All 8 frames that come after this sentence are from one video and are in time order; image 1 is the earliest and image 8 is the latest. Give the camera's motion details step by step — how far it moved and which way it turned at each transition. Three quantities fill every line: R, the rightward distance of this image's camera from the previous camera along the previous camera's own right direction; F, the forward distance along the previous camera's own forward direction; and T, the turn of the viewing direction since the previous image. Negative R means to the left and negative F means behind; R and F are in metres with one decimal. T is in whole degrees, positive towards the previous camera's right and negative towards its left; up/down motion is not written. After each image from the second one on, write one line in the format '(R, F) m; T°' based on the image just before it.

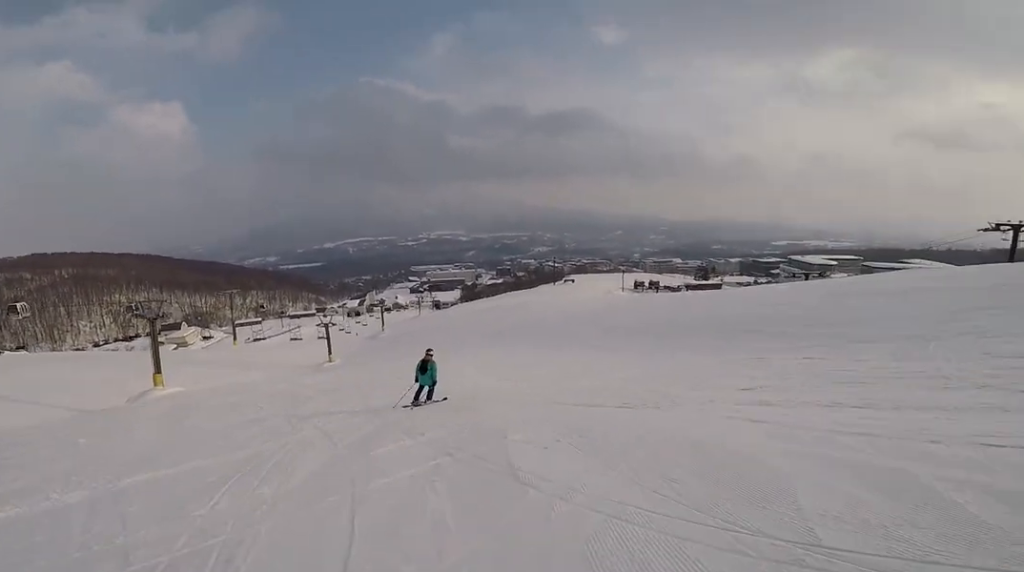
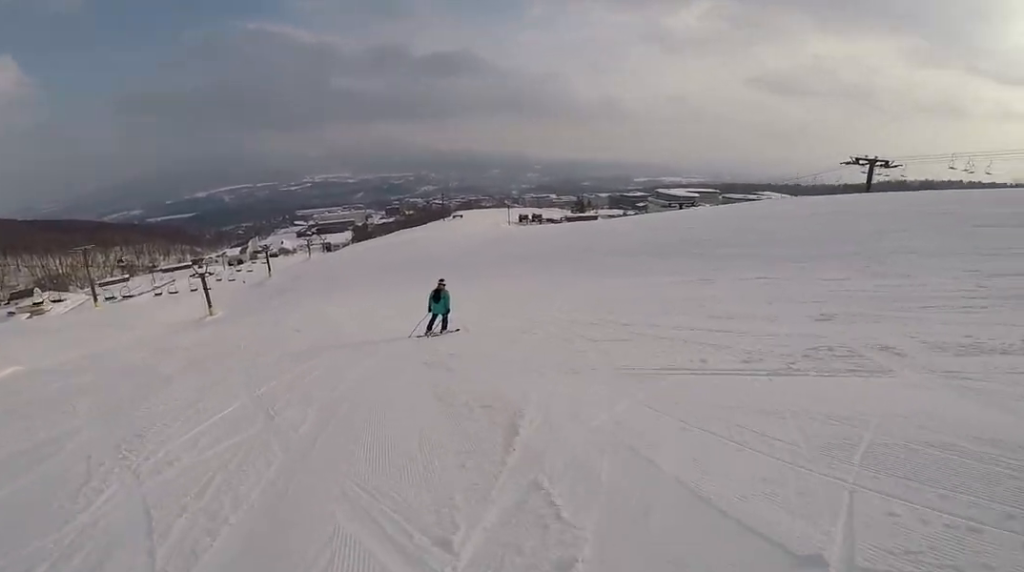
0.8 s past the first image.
(+0.9, +5.3) m; +17°
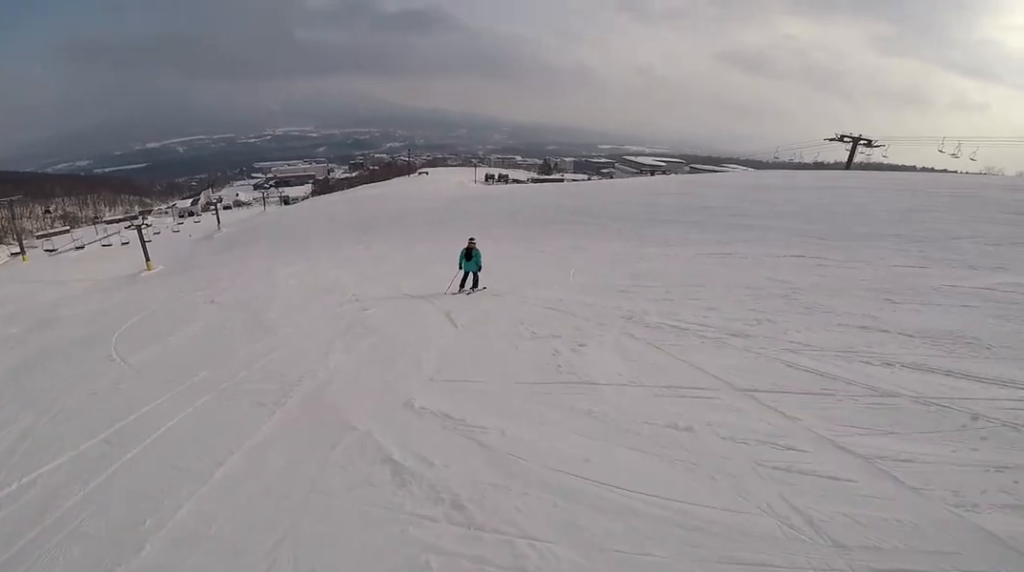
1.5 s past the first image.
(+0.7, +5.0) m; +8°
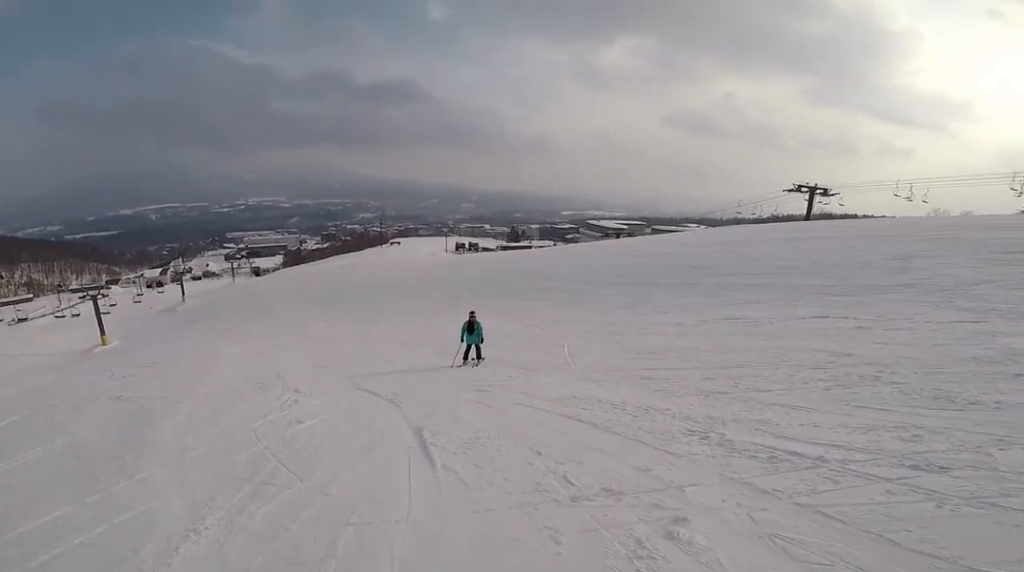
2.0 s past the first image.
(0.0, +3.4) m; 0°
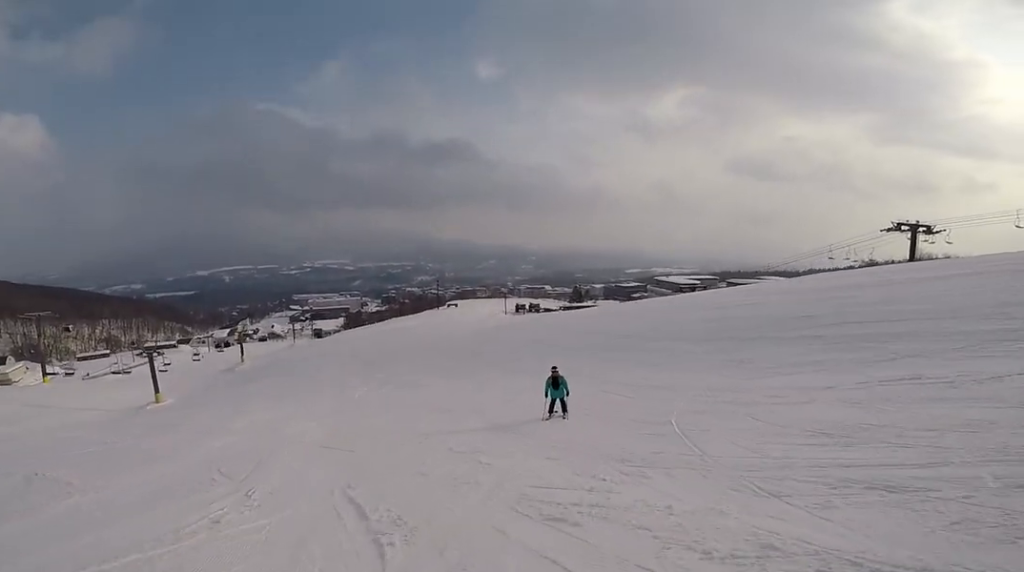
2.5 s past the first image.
(0.0, +4.3) m; 0°
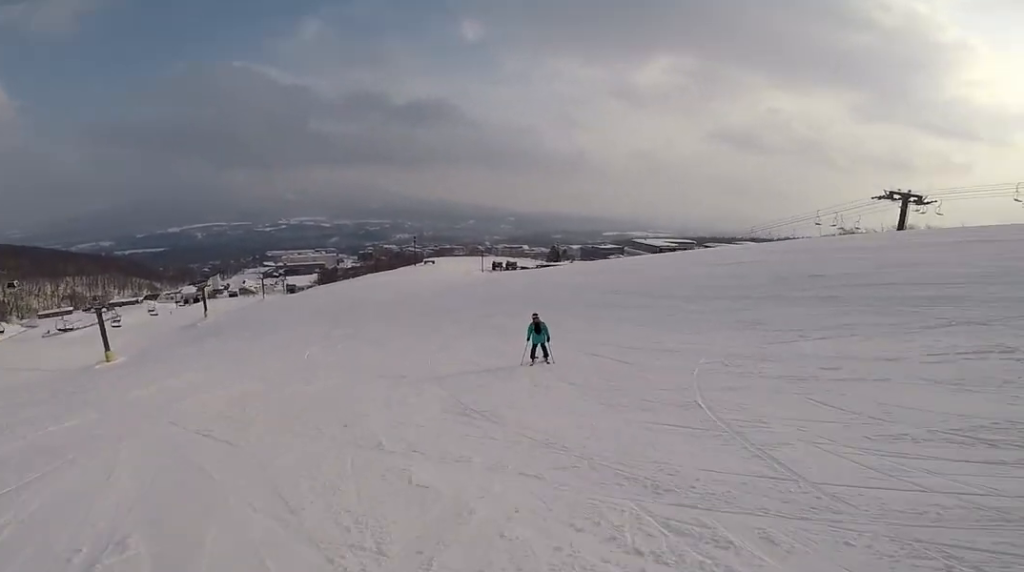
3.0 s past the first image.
(0.0, +3.8) m; -7°
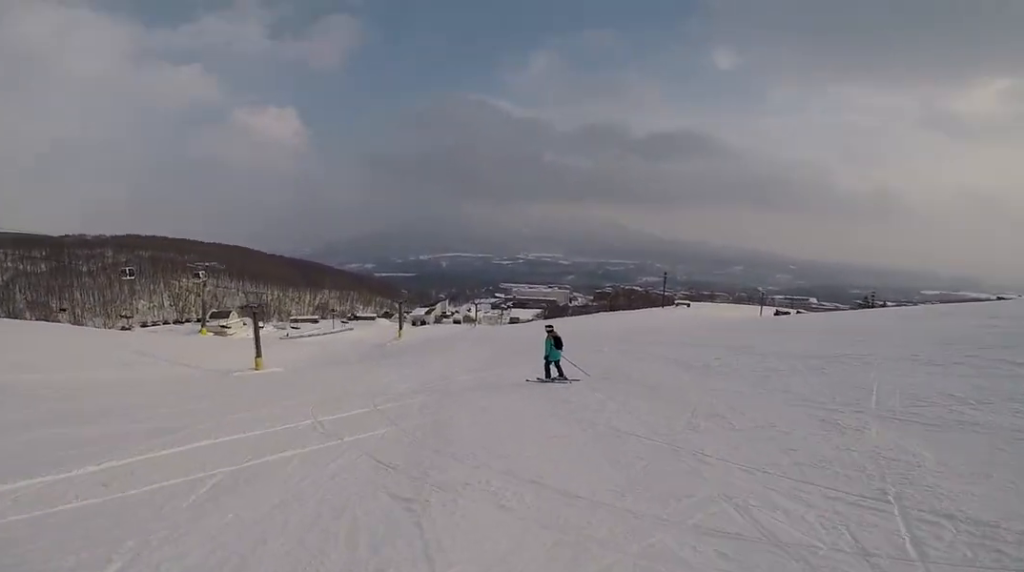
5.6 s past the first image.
(-7.1, +20.3) m; -28°
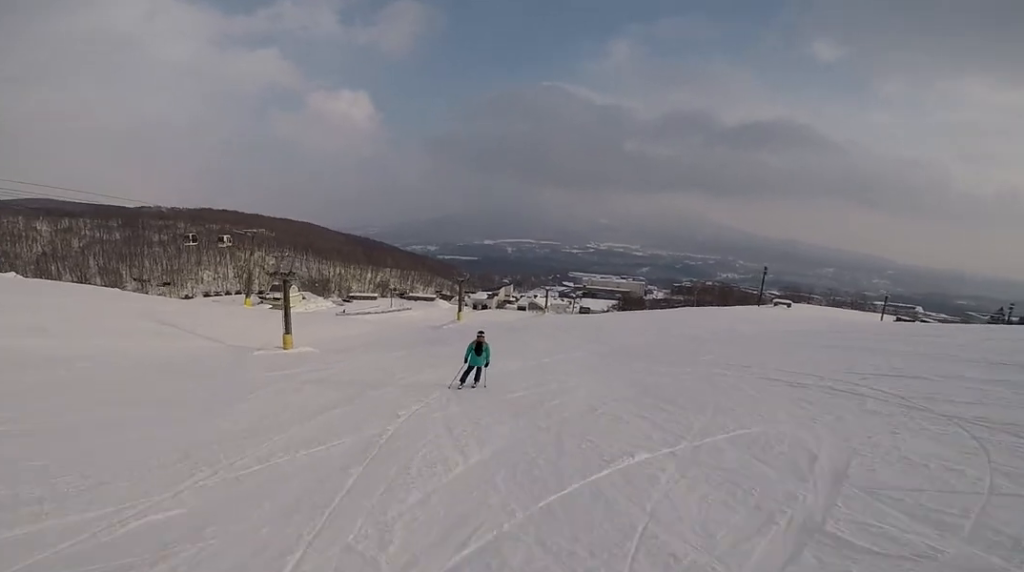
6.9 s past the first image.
(-0.9, +11.4) m; -8°
